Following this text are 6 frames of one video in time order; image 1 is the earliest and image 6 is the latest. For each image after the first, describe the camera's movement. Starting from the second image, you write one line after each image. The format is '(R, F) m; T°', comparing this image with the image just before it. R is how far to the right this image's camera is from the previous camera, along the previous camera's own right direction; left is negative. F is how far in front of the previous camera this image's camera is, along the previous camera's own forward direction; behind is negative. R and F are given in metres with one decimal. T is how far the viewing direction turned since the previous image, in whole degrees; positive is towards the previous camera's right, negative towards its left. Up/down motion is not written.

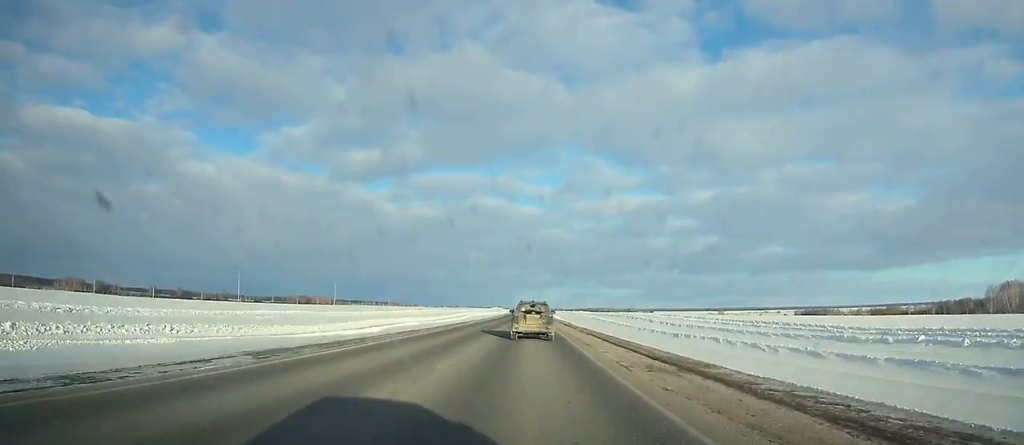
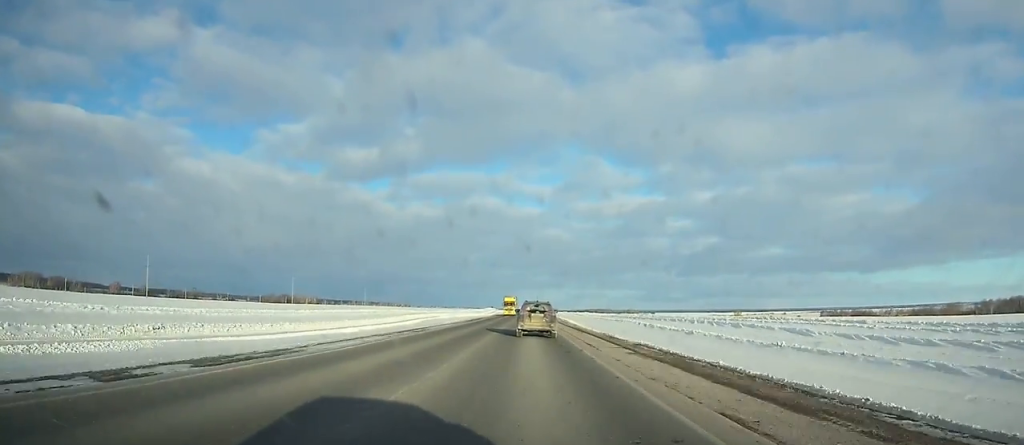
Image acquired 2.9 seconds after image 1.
(-0.1, +83.8) m; 0°
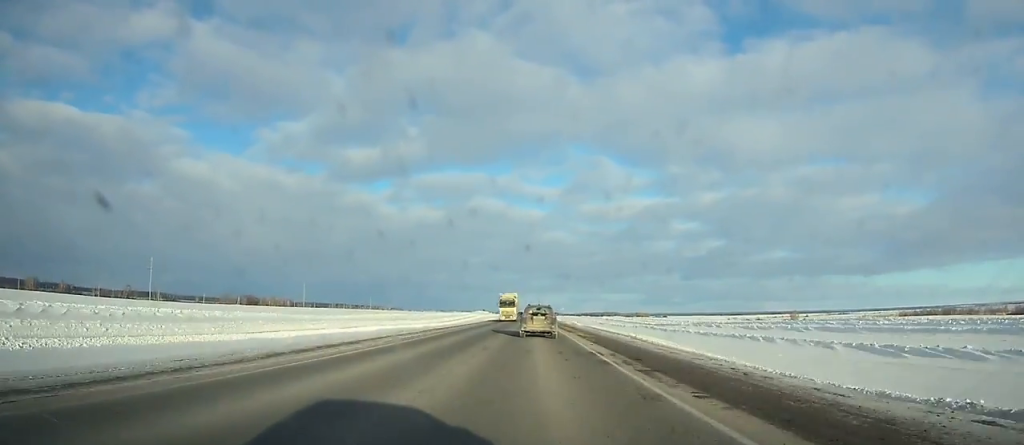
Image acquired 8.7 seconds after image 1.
(+0.2, +167.8) m; 0°
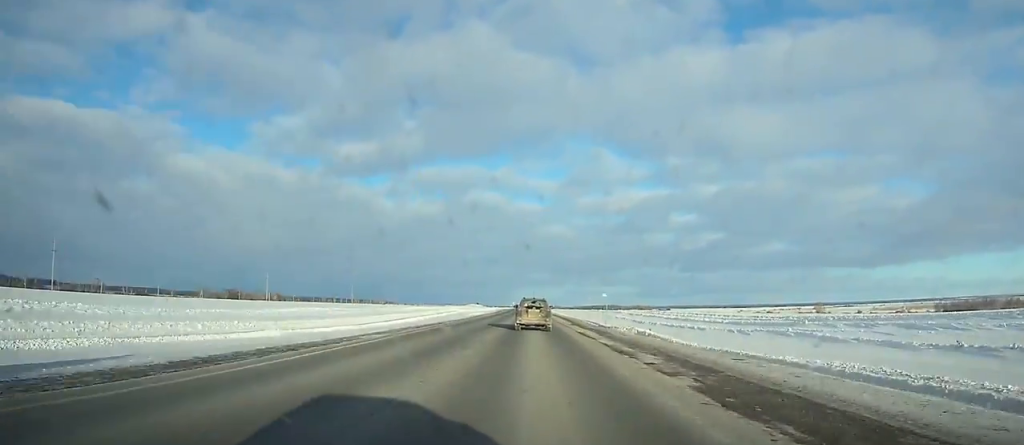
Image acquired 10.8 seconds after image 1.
(0.0, +60.5) m; 0°
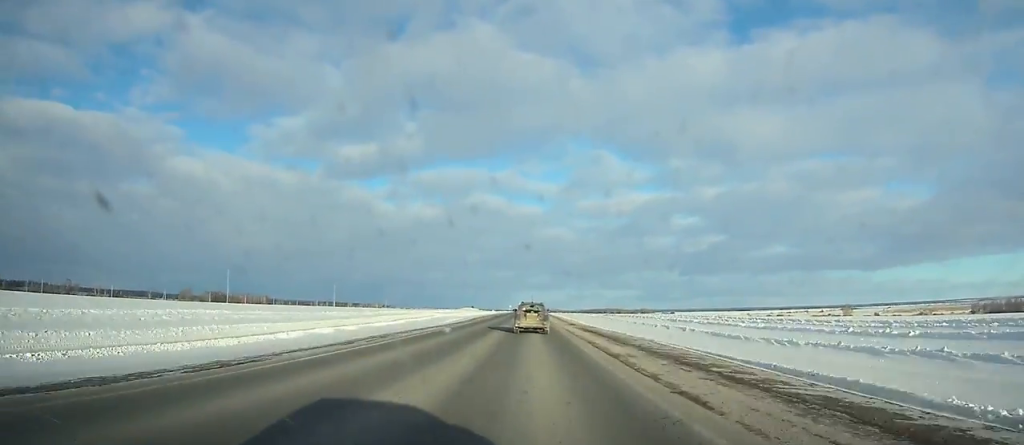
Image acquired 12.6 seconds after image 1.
(+0.2, +51.5) m; 0°
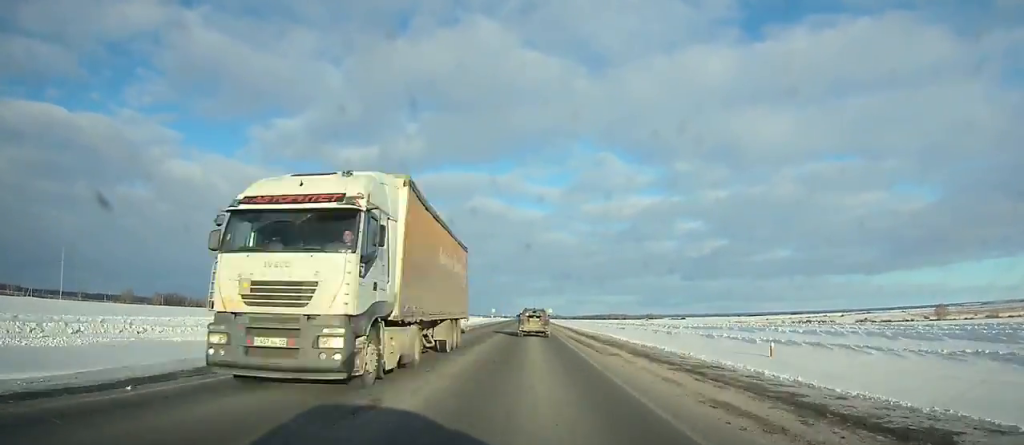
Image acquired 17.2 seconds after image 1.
(+0.2, +131.2) m; 0°
